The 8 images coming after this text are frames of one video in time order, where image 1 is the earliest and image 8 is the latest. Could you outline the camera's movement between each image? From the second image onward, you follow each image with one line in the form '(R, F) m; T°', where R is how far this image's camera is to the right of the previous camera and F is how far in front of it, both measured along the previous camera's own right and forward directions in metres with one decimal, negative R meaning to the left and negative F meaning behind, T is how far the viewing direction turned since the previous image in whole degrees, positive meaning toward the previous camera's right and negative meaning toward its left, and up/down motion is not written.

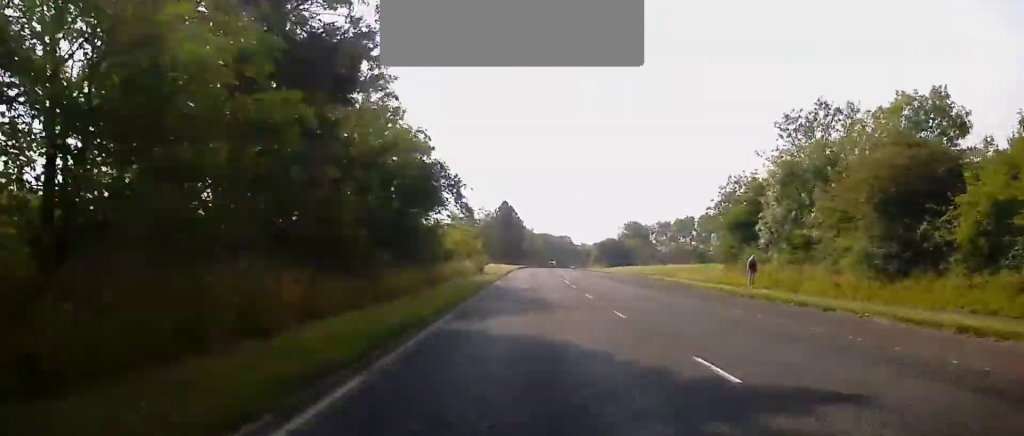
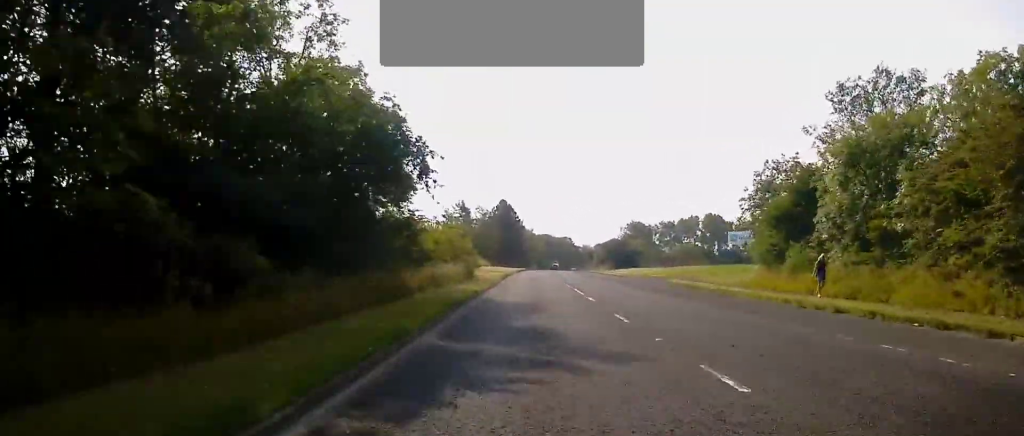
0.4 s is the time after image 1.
(+0.1, +9.4) m; 0°
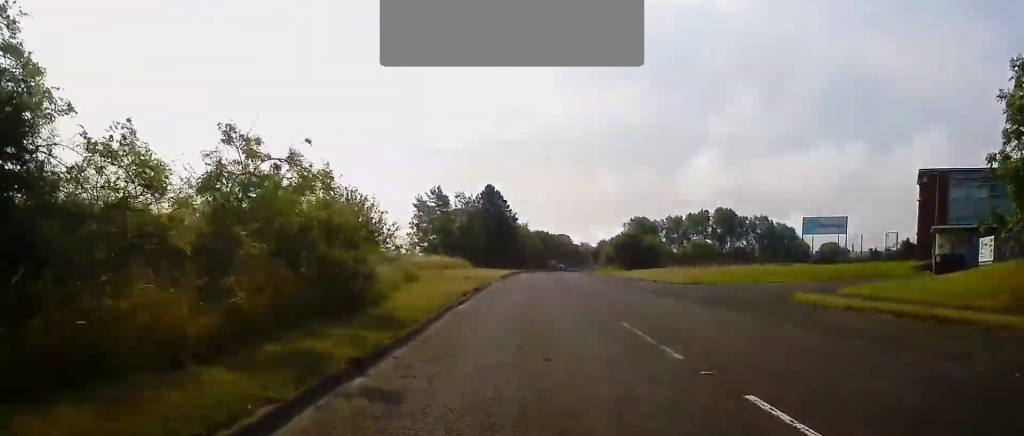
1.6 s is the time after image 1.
(-0.2, +28.8) m; -2°
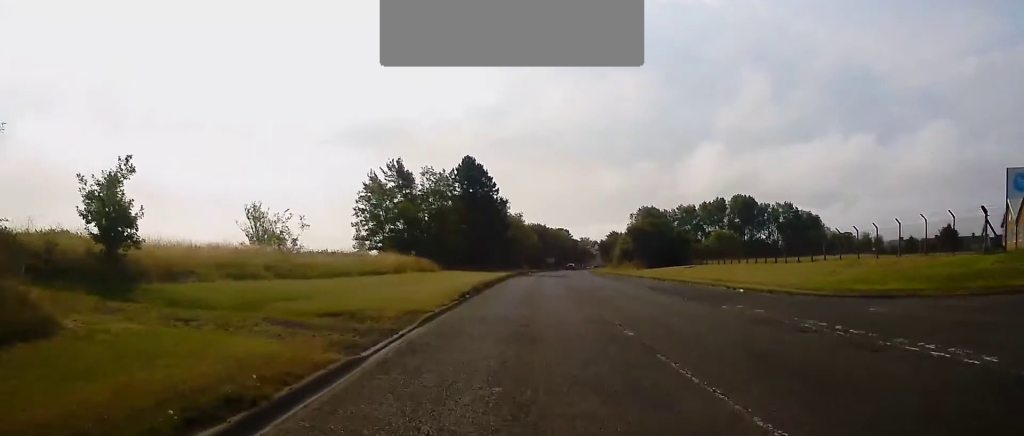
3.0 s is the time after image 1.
(+0.3, +32.6) m; +2°
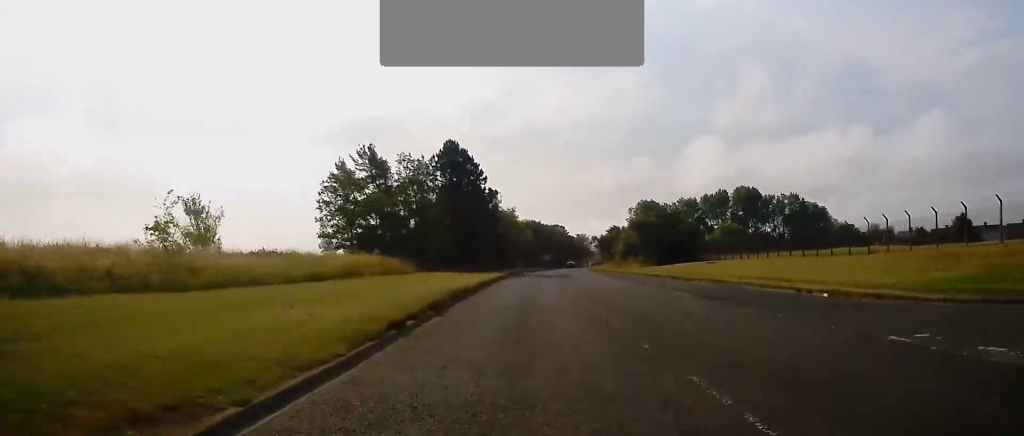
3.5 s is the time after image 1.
(+0.4, +11.3) m; 0°
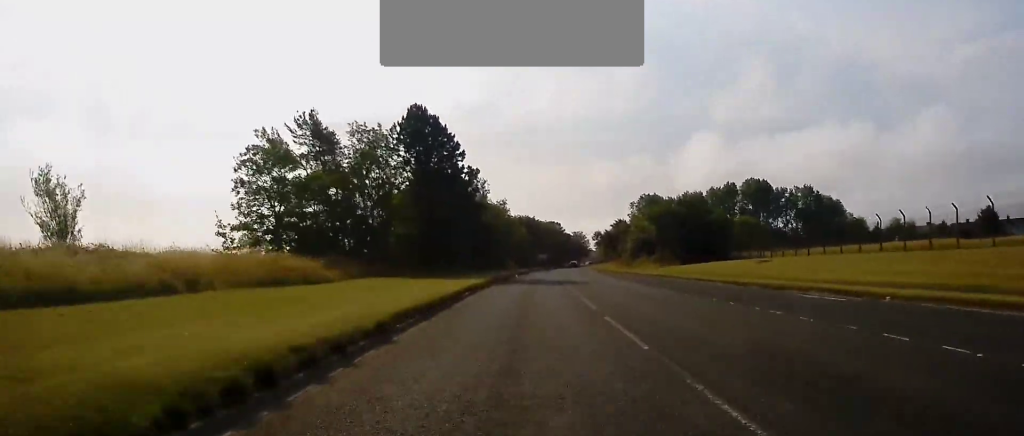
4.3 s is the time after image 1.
(-0.3, +17.8) m; 0°
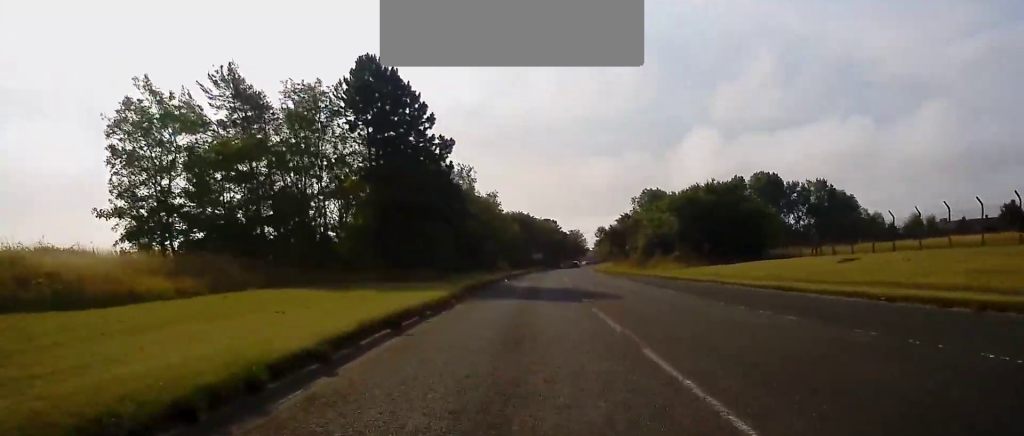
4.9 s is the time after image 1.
(0.0, +15.1) m; 0°
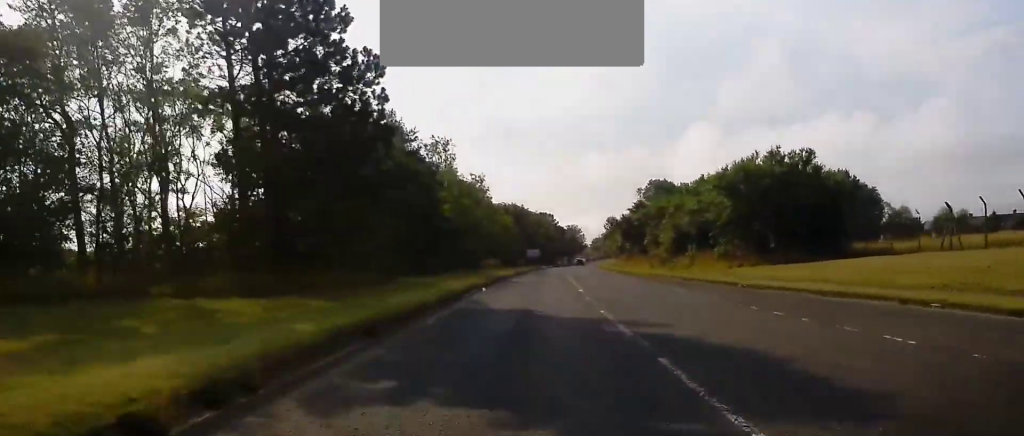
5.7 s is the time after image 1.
(+0.4, +19.0) m; +1°
